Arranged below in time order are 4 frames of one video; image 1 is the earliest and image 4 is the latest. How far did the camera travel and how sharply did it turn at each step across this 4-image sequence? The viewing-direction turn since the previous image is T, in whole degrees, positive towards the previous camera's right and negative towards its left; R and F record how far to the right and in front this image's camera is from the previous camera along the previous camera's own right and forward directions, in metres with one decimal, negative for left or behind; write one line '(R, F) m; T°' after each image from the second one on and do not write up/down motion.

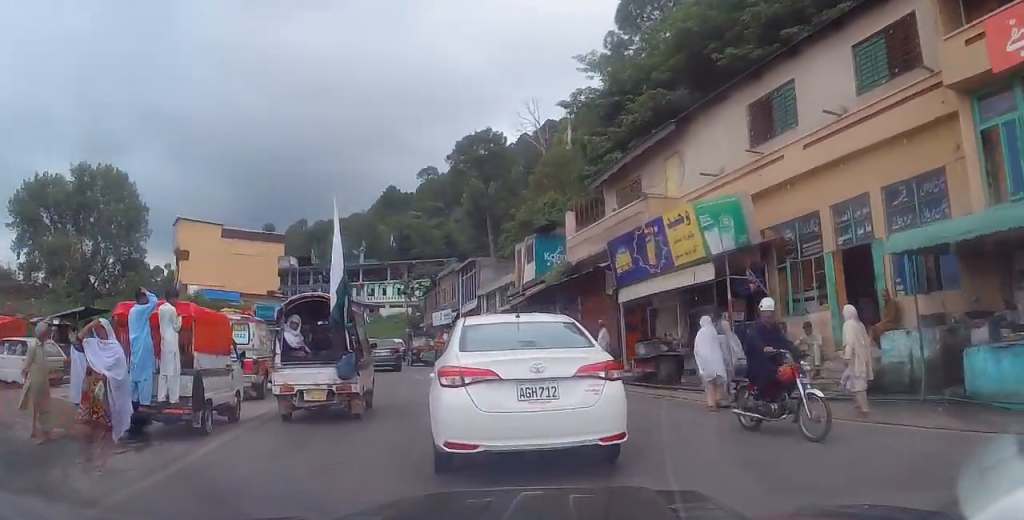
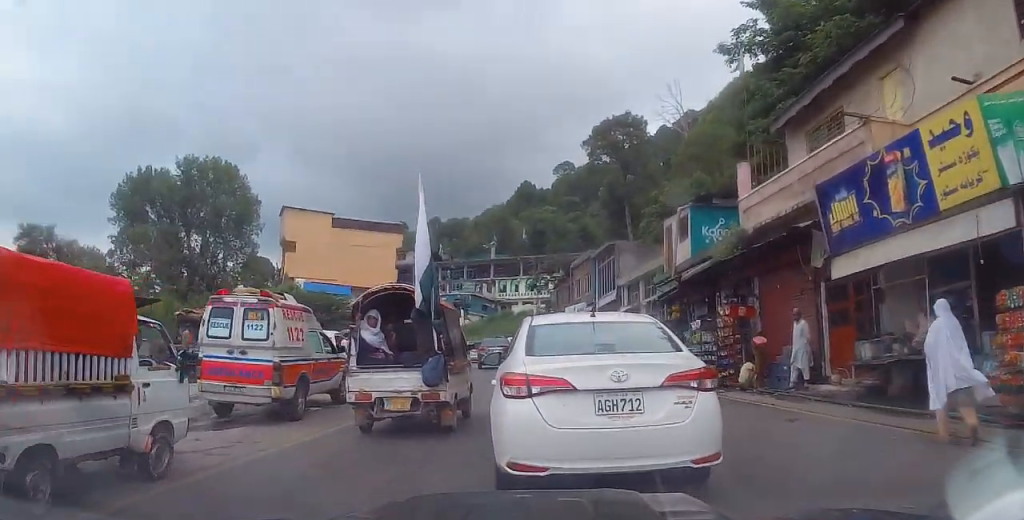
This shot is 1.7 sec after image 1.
(-0.3, +6.1) m; -10°
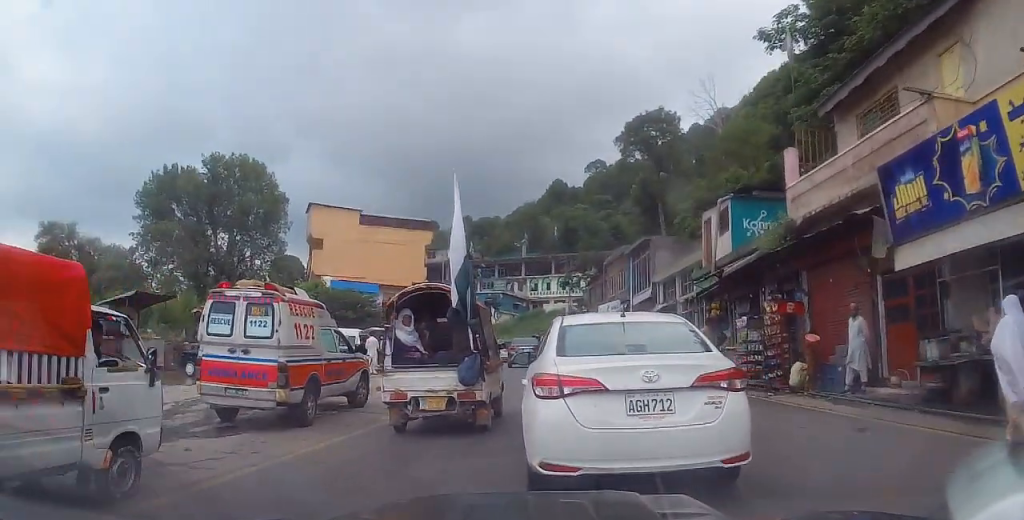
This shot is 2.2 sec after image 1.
(0.0, +1.2) m; -4°
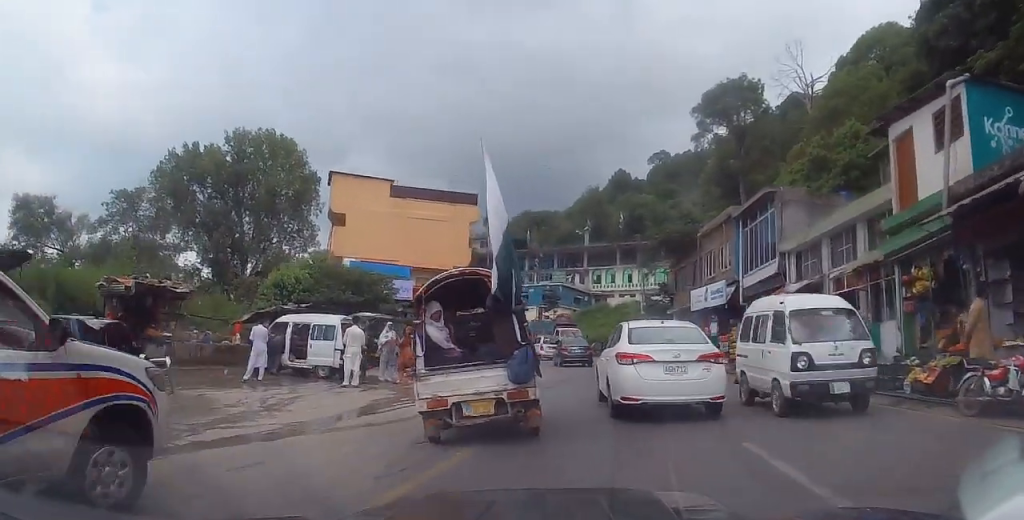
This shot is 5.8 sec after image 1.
(-1.0, +10.2) m; 0°
